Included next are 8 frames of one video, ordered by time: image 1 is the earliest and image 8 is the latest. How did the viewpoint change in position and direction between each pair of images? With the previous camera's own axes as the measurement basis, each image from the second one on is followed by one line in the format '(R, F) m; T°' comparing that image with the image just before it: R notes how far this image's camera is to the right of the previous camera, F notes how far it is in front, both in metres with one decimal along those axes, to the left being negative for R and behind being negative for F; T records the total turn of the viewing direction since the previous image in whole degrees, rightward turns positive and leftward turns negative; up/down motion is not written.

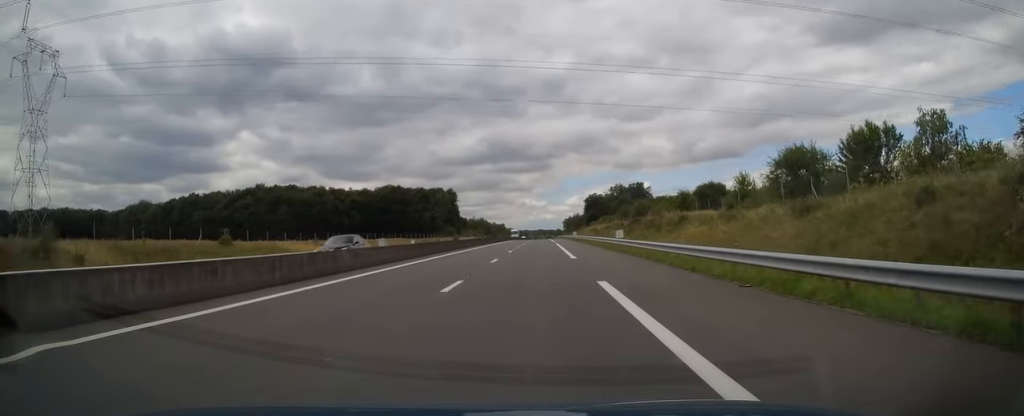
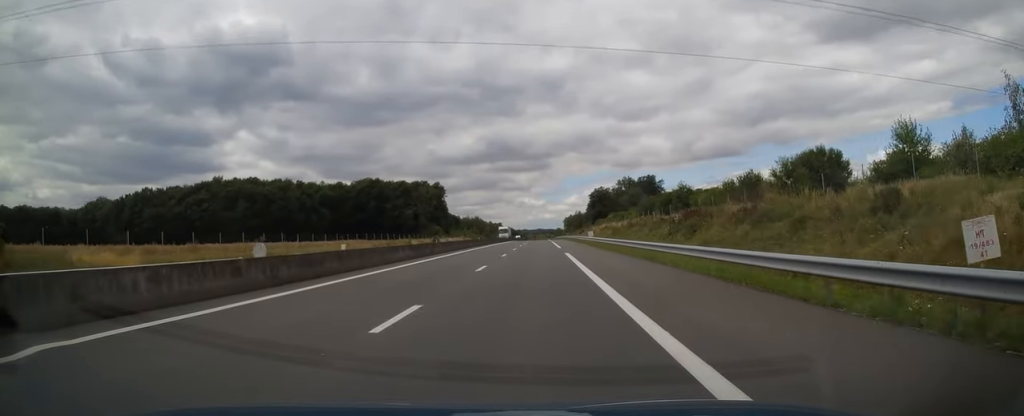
(-0.3, +31.2) m; 0°
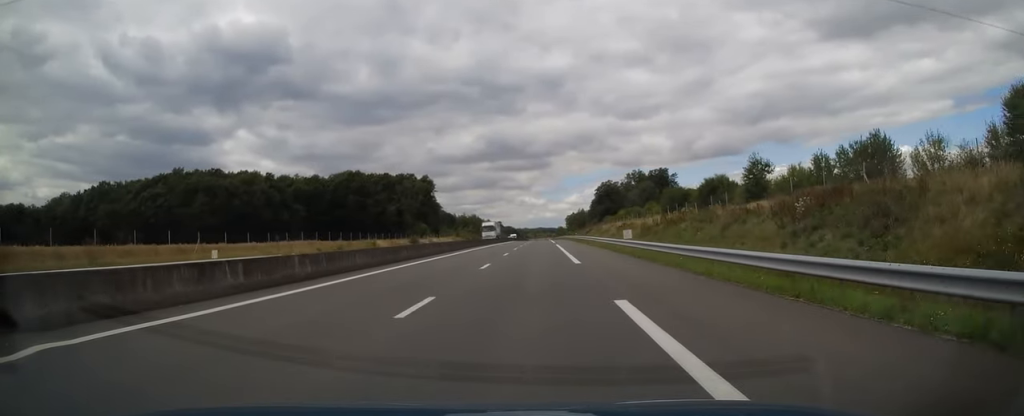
(+0.1, +24.4) m; 0°
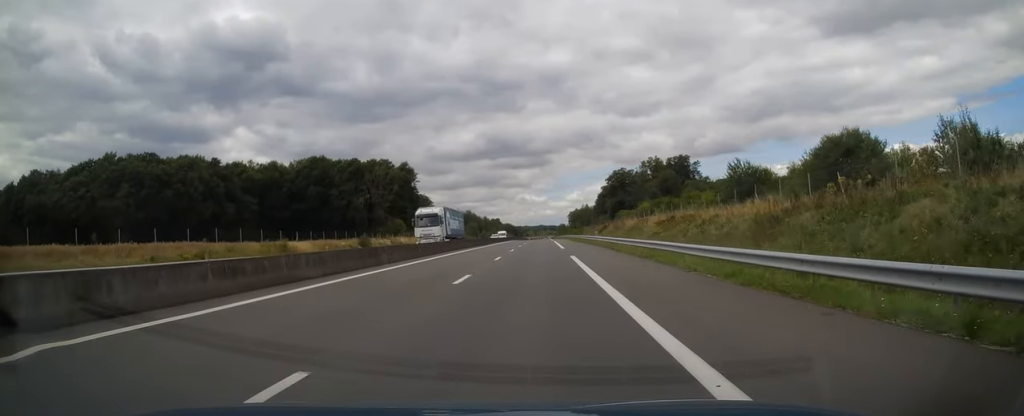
(+0.2, +32.7) m; 0°
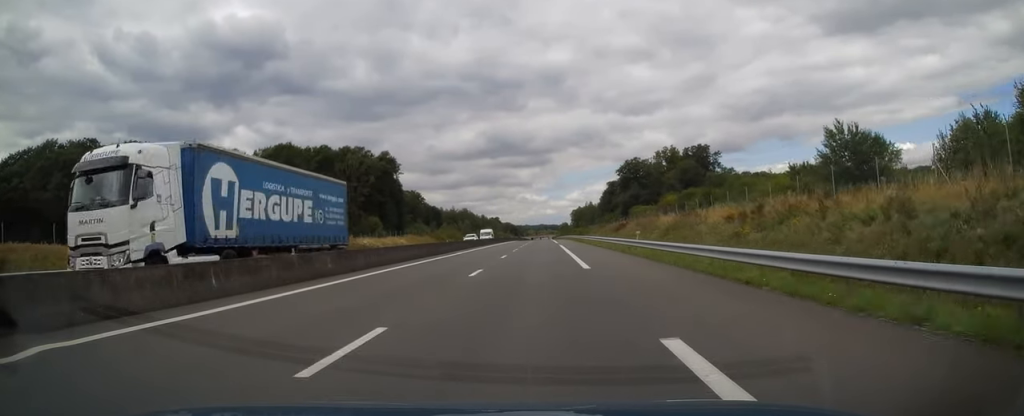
(0.0, +23.0) m; 0°
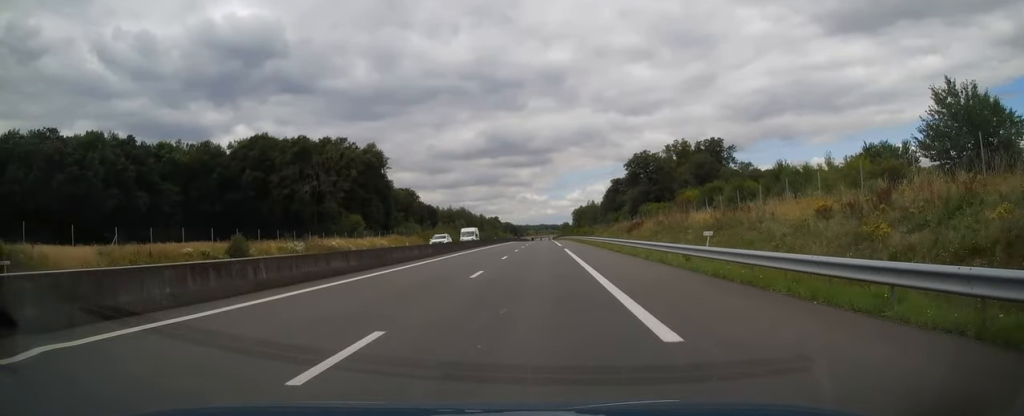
(0.0, +13.2) m; 0°
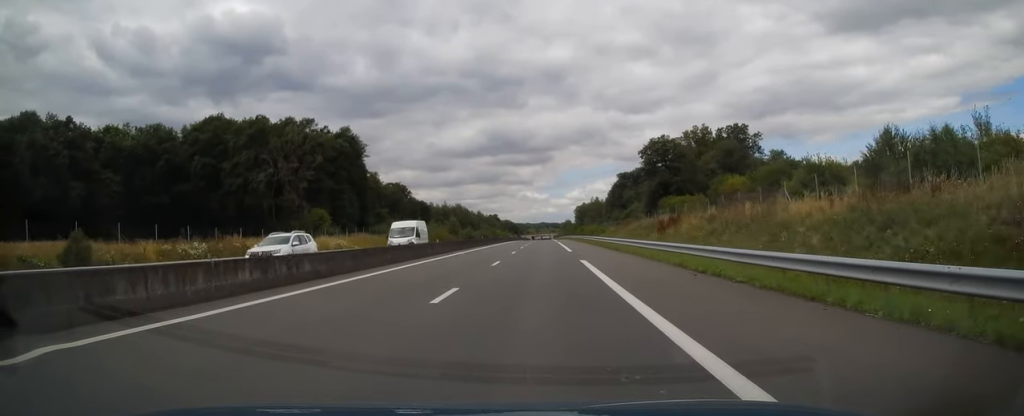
(0.0, +19.6) m; -1°
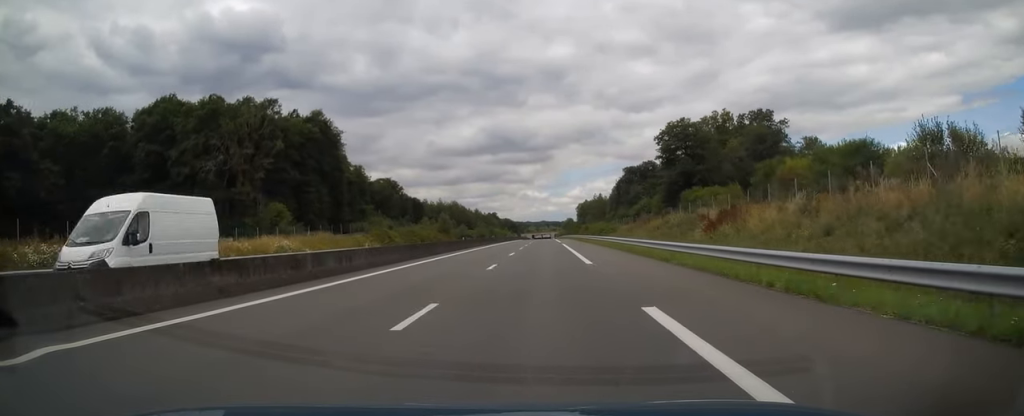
(0.0, +16.2) m; 0°
